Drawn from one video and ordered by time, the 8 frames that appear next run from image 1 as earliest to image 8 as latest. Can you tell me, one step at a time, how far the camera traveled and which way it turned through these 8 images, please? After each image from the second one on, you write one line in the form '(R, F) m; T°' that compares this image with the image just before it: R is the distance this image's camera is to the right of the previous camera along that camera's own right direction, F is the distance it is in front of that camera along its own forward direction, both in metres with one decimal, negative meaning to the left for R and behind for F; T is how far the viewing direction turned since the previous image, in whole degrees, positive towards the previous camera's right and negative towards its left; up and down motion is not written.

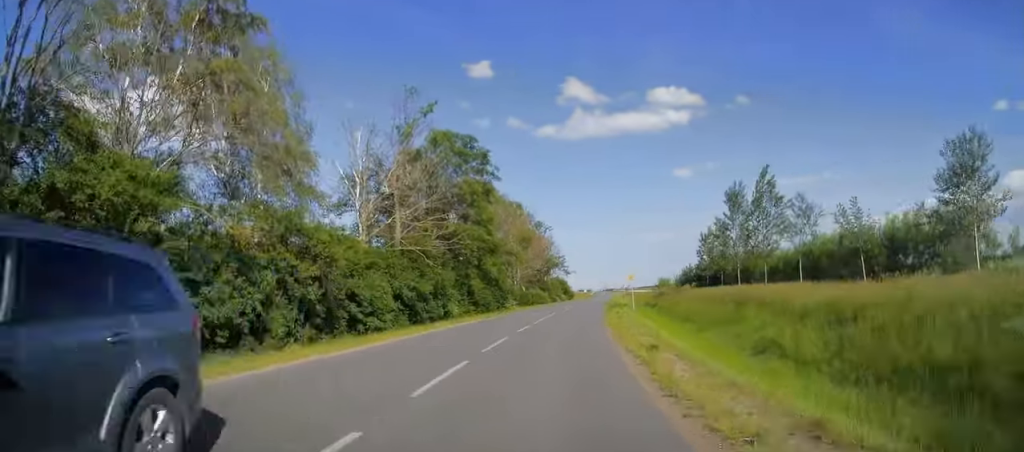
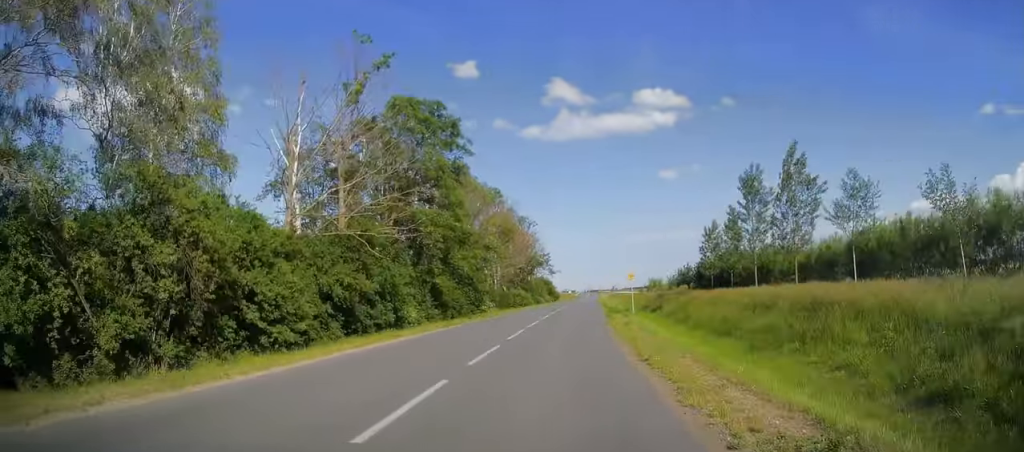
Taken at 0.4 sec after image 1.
(+0.3, +8.5) m; +2°
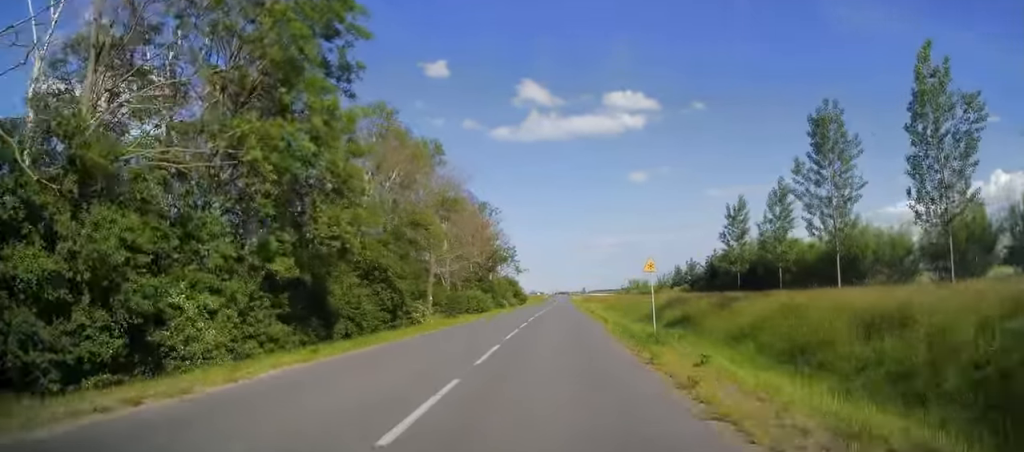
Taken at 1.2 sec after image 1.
(+0.6, +18.1) m; +4°
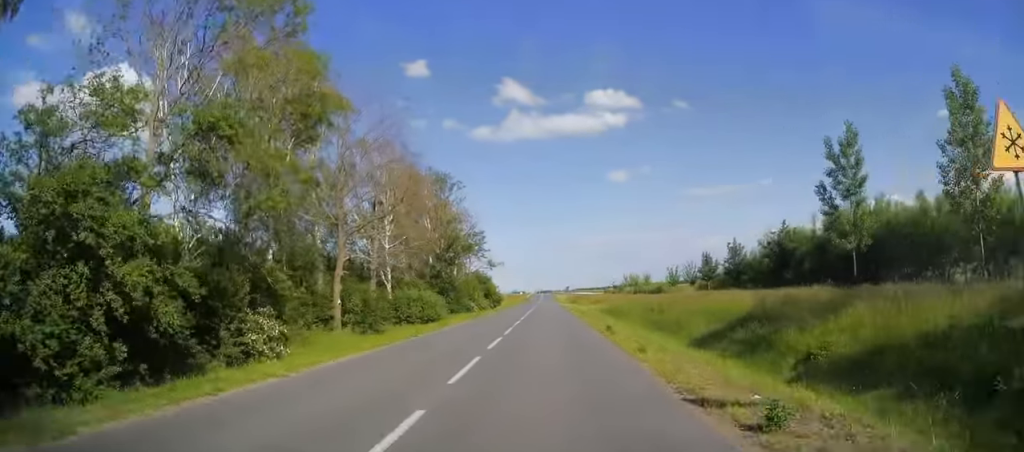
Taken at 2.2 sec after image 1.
(+0.6, +20.4) m; +2°
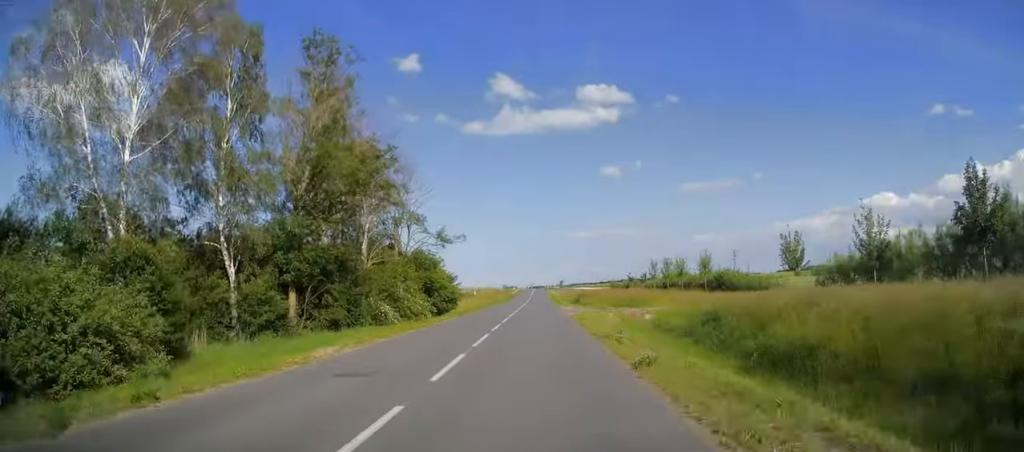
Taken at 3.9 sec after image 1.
(+0.6, +36.0) m; +1°
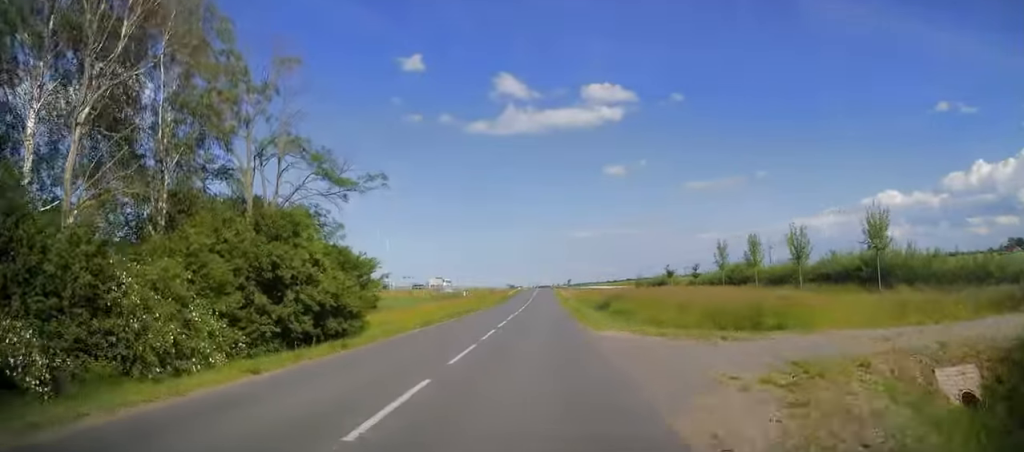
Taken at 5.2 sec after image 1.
(-0.3, +27.9) m; 0°
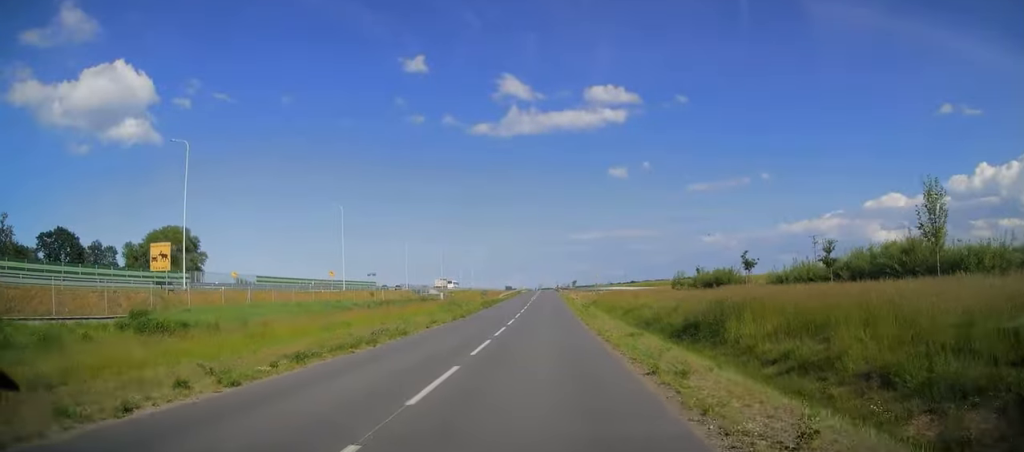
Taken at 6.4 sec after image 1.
(+0.1, +28.2) m; 0°
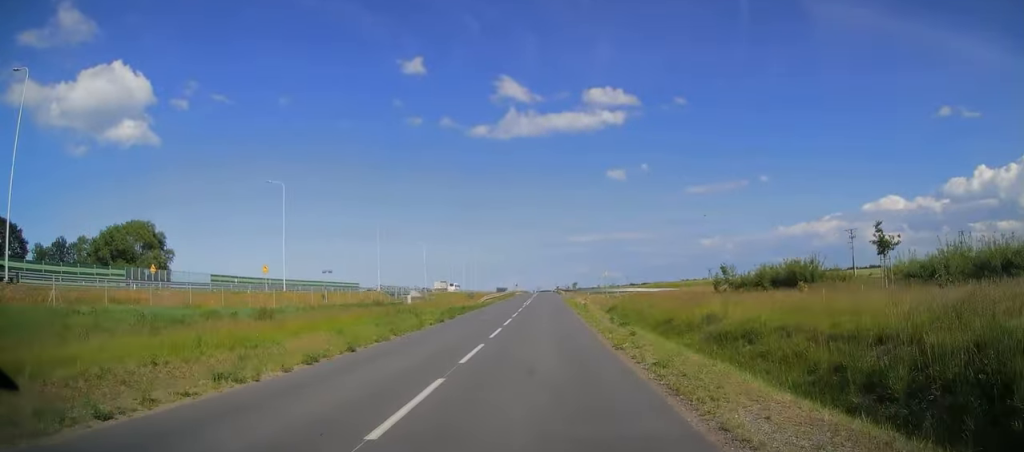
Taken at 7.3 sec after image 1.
(-0.1, +19.9) m; 0°
